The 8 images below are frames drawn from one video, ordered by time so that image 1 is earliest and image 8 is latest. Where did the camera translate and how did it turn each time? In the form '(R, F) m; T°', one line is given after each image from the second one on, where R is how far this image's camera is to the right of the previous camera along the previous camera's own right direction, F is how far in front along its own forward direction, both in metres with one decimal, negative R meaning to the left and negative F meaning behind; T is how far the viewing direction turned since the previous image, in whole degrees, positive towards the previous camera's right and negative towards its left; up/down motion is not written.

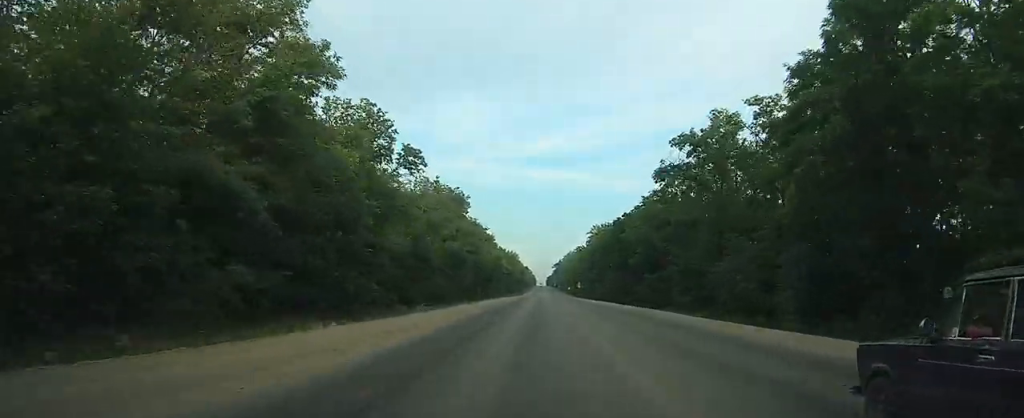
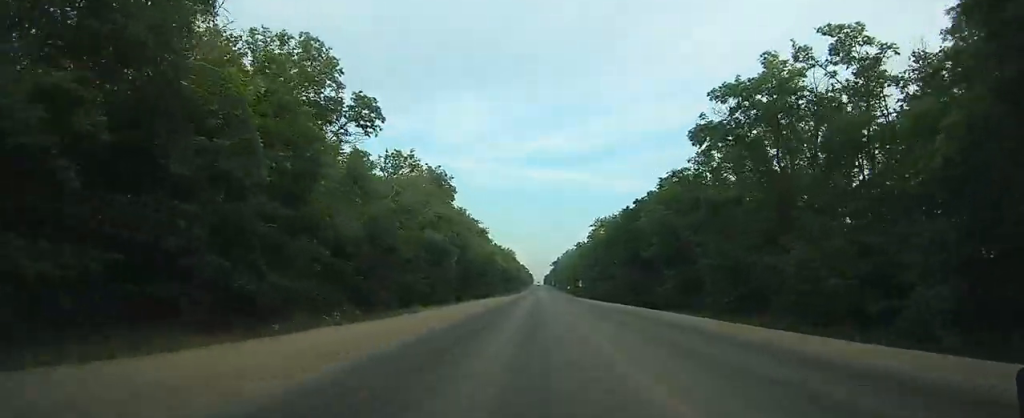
(0.0, +13.1) m; 0°
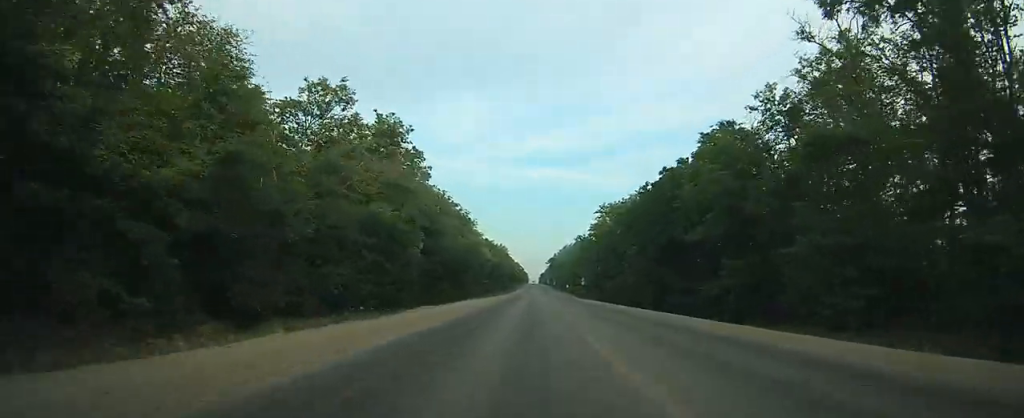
(0.0, +18.4) m; 0°
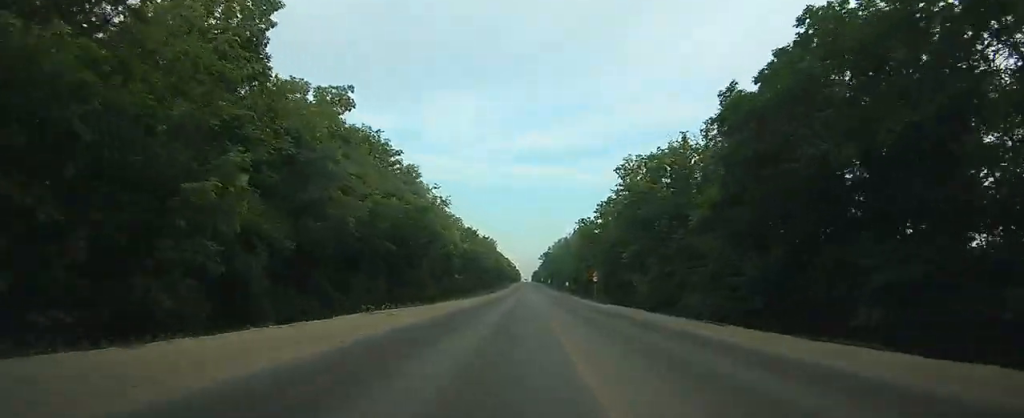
(0.0, +30.3) m; 0°
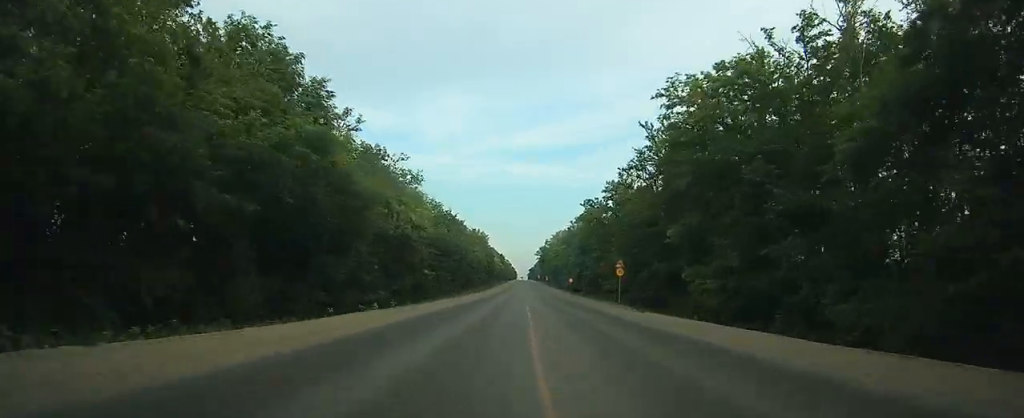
(+0.1, +20.6) m; +2°
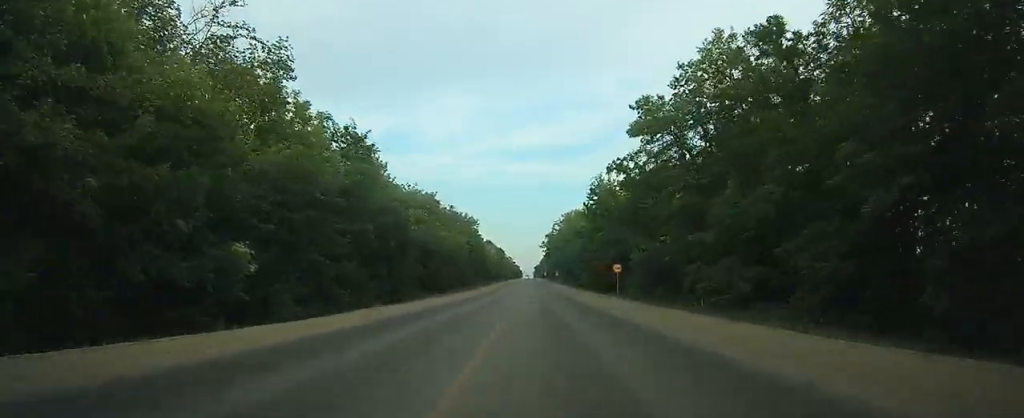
(+2.2, +44.6) m; +4°
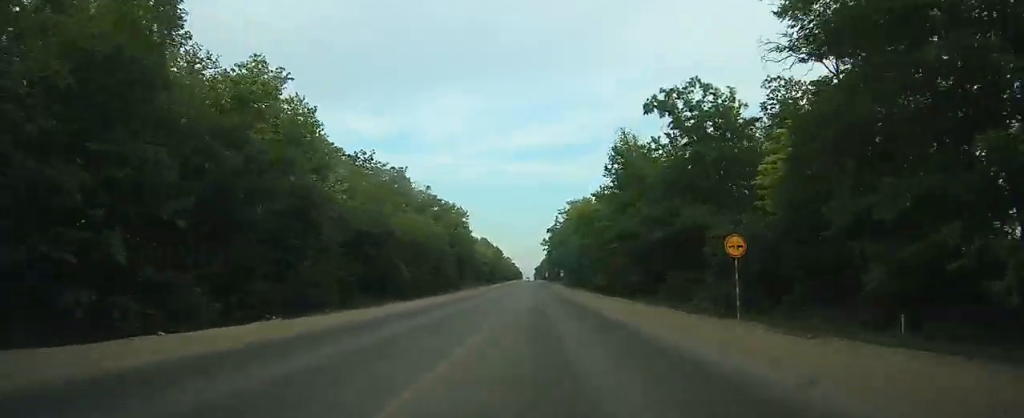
(0.0, +24.3) m; 0°
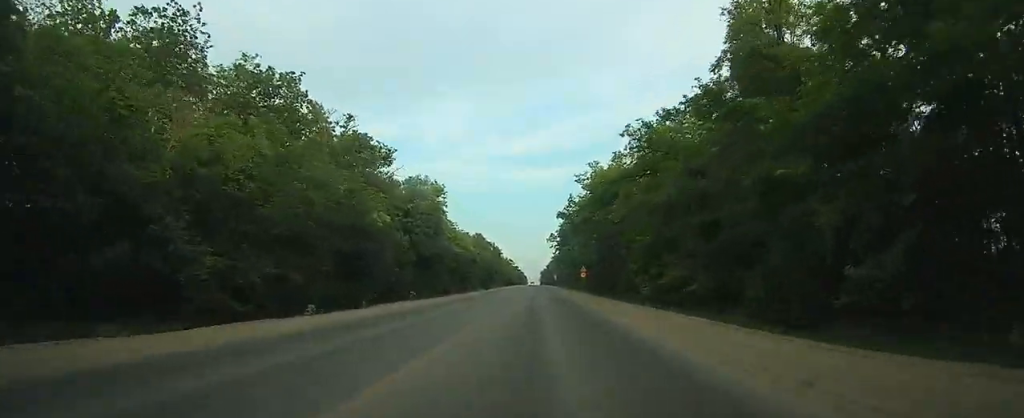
(0.0, +40.7) m; 0°
